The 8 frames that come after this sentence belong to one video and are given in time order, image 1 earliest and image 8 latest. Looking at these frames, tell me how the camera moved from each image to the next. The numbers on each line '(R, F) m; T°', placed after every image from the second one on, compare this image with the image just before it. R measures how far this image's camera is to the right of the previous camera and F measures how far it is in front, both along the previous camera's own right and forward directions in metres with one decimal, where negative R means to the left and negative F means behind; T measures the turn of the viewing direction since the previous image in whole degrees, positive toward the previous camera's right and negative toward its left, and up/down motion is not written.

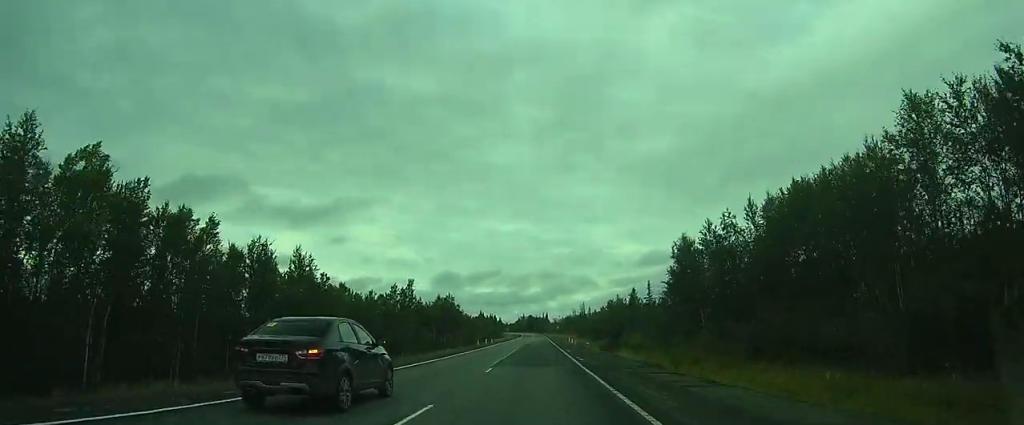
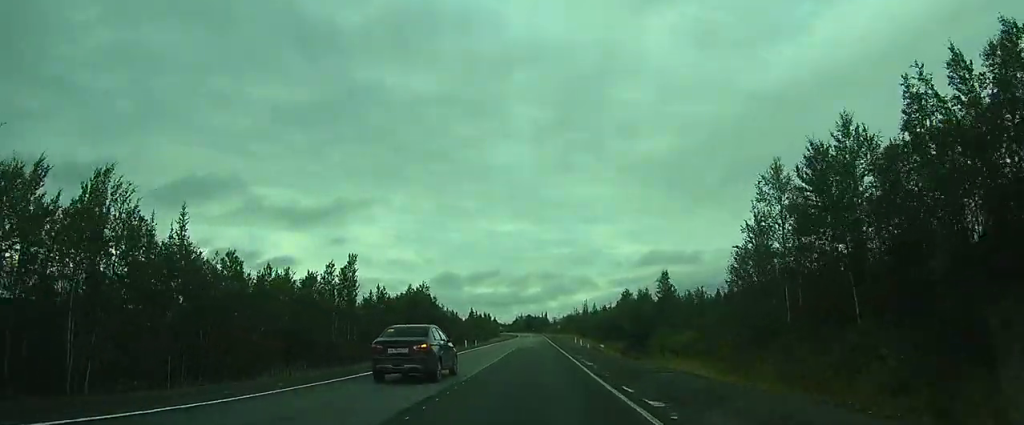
(-0.2, +20.1) m; -1°
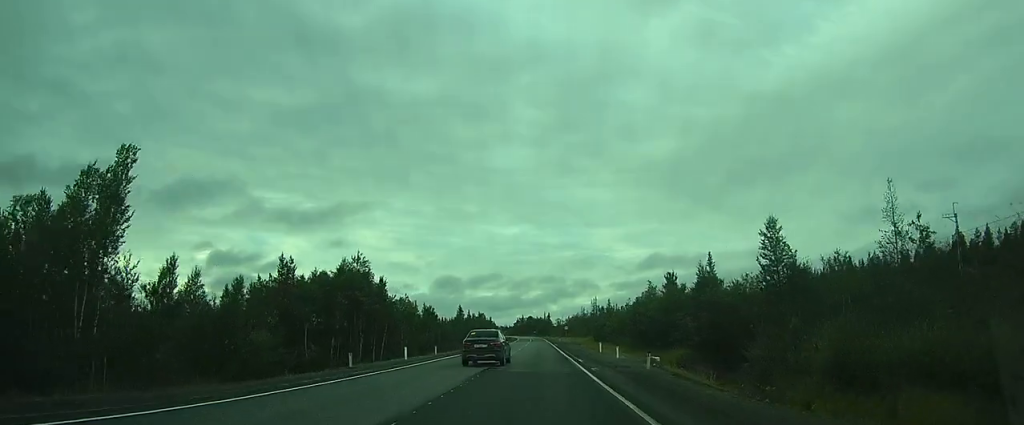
(-0.2, +27.9) m; -1°
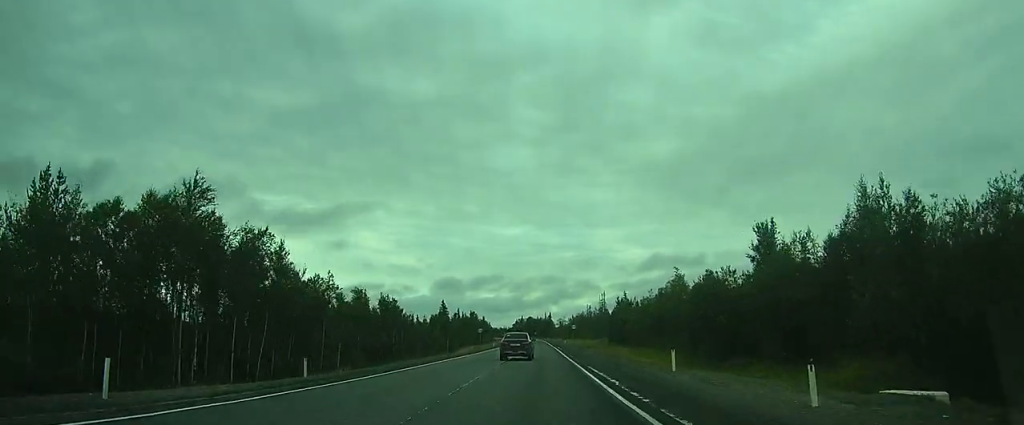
(0.0, +24.3) m; 0°
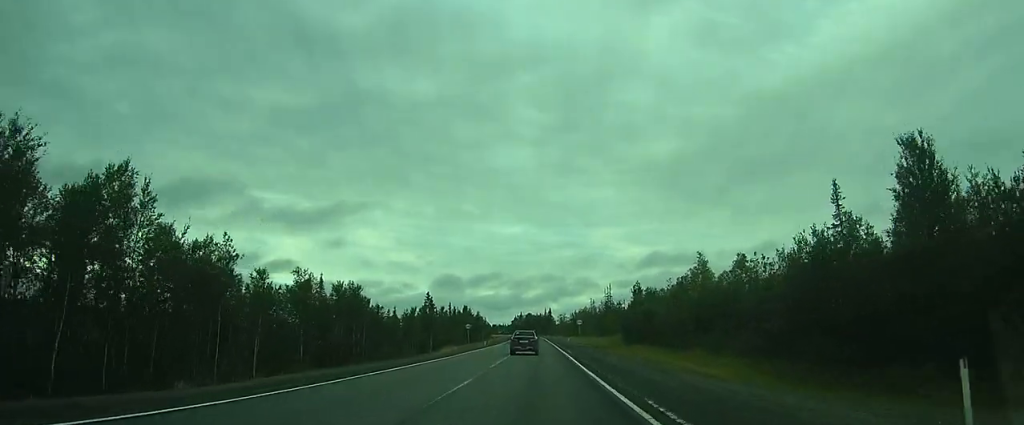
(0.0, +14.4) m; 0°
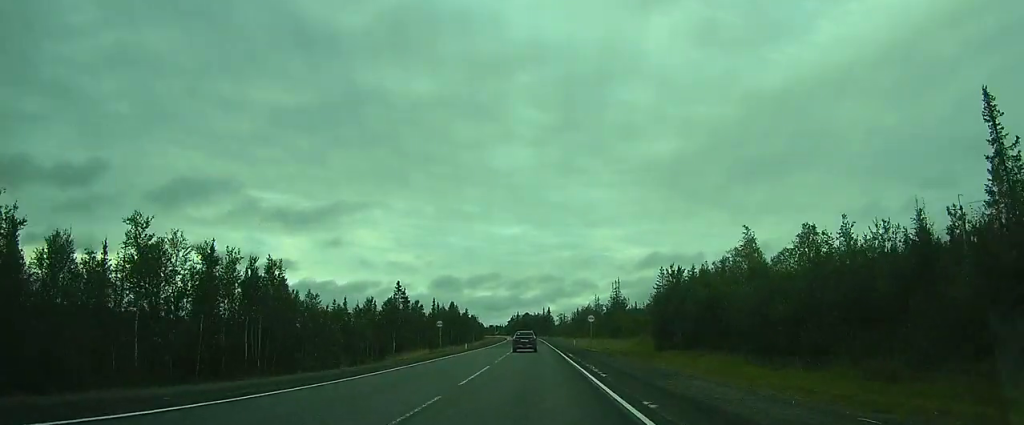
(0.0, +19.4) m; 0°
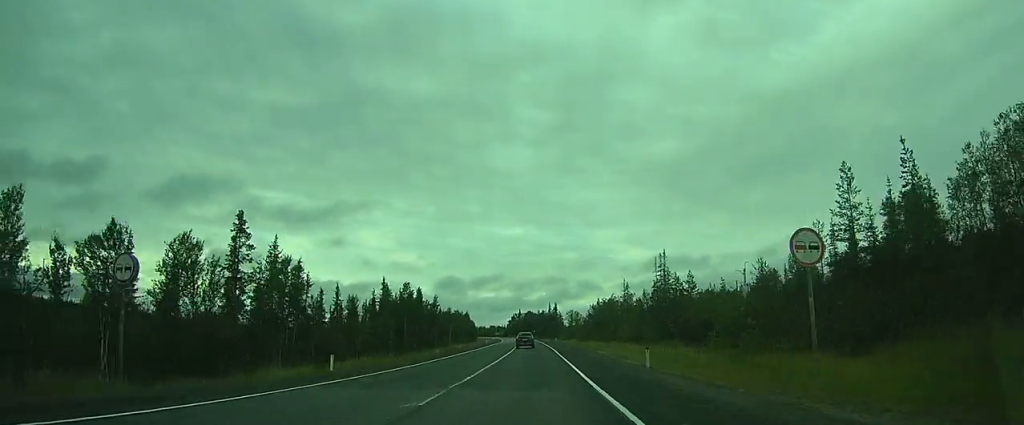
(+0.1, +41.1) m; 0°
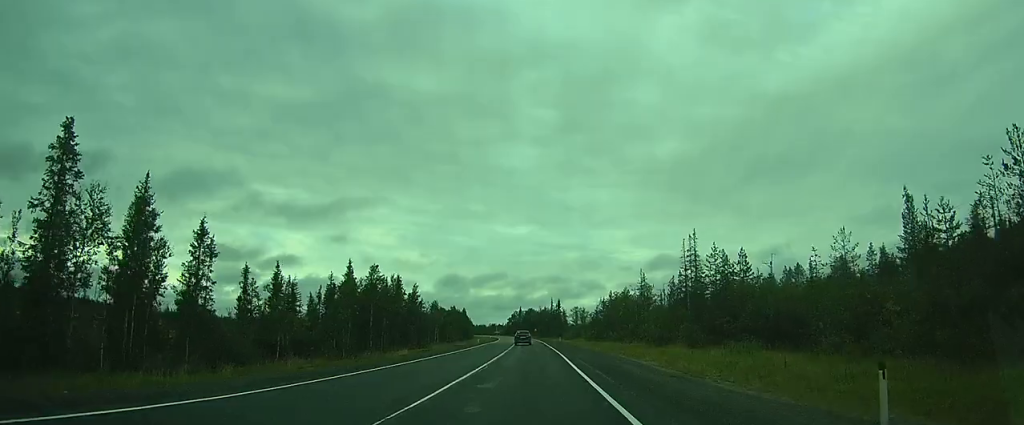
(+0.2, +13.8) m; 0°
